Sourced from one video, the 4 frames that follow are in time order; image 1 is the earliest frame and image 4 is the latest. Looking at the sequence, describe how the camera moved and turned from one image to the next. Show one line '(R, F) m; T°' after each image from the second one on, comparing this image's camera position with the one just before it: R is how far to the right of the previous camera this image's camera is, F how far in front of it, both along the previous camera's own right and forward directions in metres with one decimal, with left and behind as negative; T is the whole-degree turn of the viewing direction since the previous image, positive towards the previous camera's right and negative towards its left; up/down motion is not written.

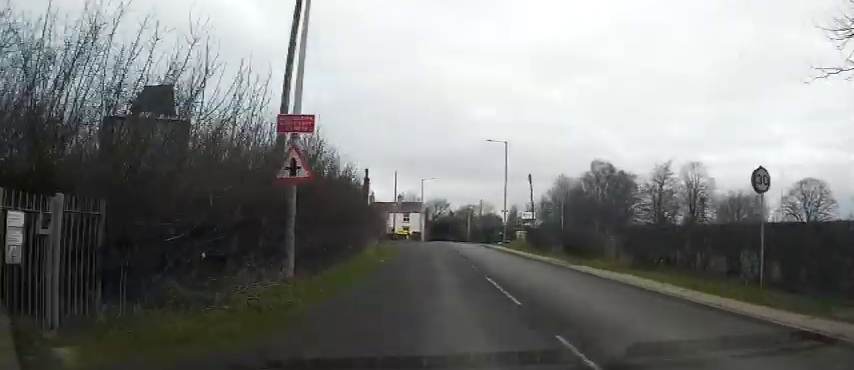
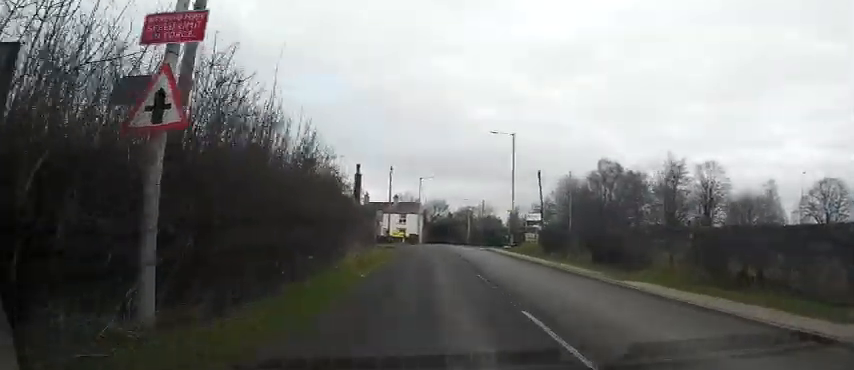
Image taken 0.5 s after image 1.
(0.0, +5.4) m; +1°
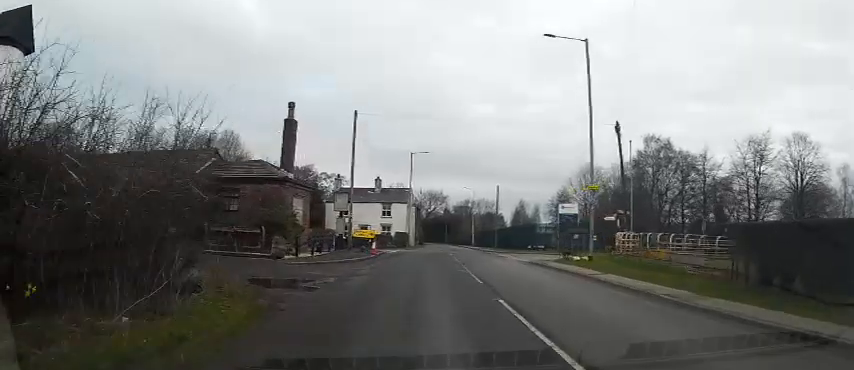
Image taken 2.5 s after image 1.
(+0.3, +21.7) m; +1°
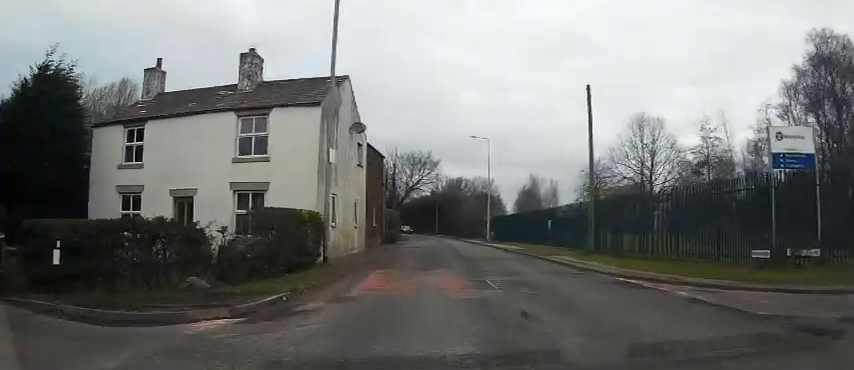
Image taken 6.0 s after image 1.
(-0.3, +40.5) m; 0°
